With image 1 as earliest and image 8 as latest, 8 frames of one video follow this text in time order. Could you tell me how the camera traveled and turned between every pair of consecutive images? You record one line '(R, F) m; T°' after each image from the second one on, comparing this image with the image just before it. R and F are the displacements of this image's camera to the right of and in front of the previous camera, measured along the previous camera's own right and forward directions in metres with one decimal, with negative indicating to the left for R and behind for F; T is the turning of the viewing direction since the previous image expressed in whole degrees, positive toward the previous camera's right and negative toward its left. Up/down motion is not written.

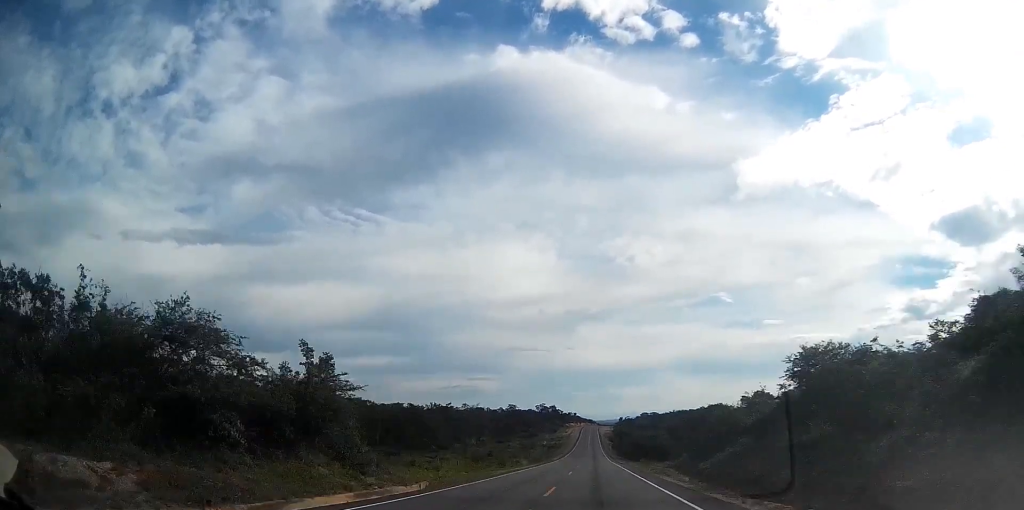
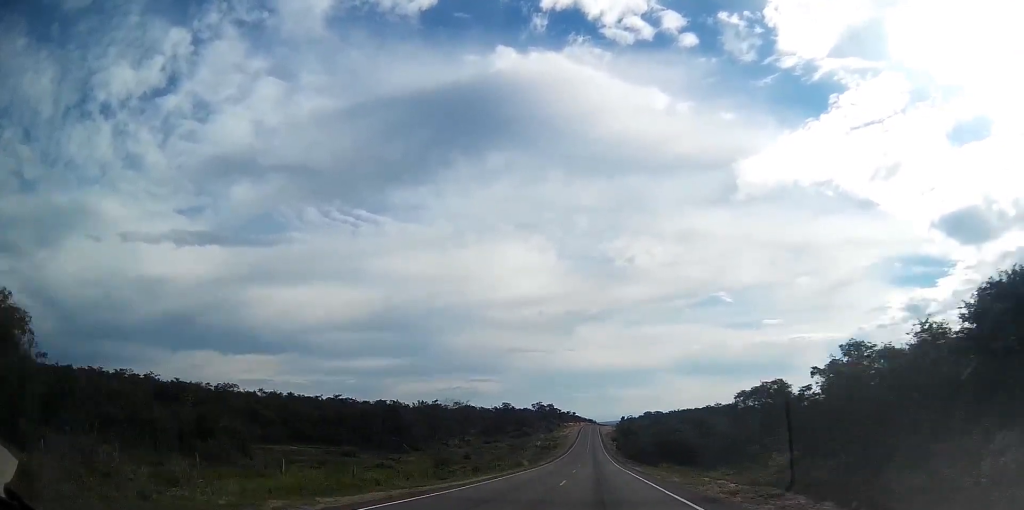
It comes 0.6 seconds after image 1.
(+0.1, +24.8) m; 0°
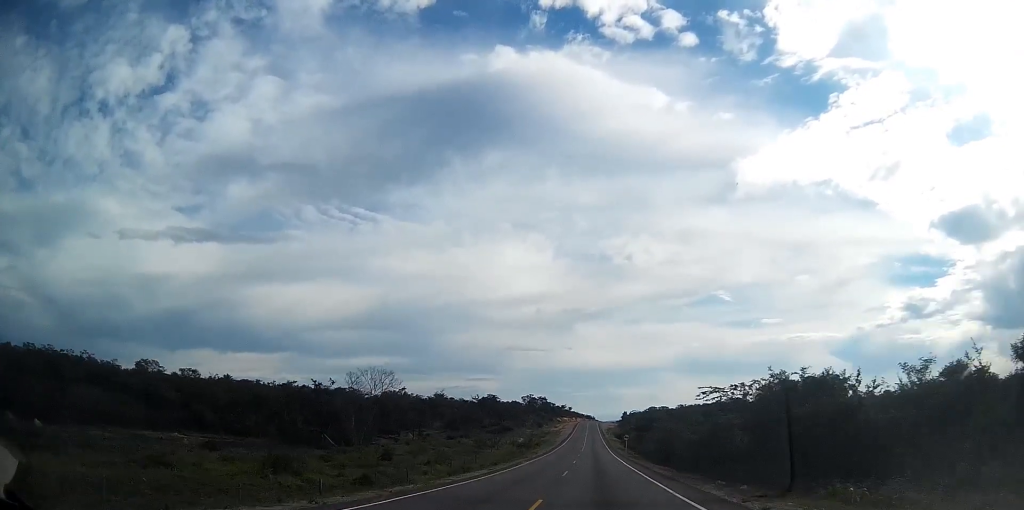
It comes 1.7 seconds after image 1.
(-0.1, +44.8) m; 0°
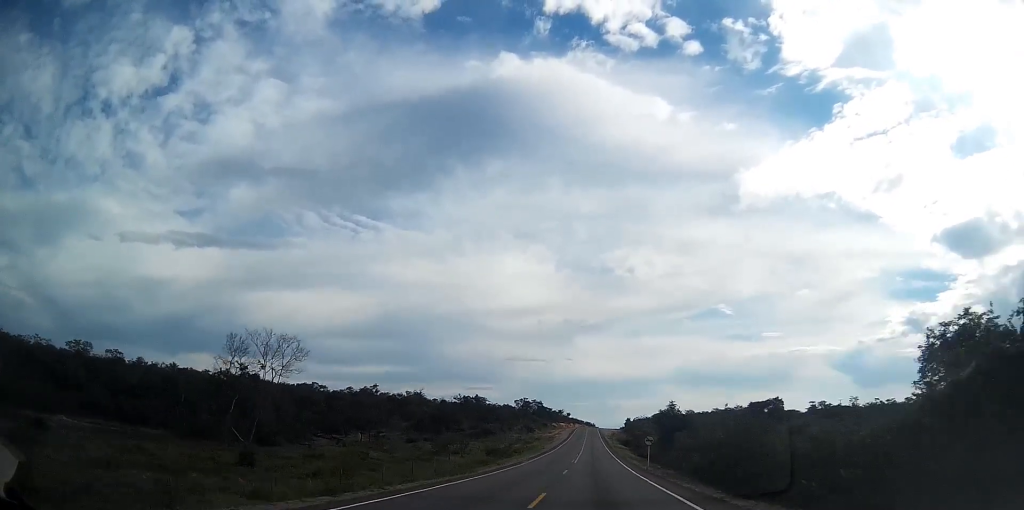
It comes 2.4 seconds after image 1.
(0.0, +28.5) m; 0°
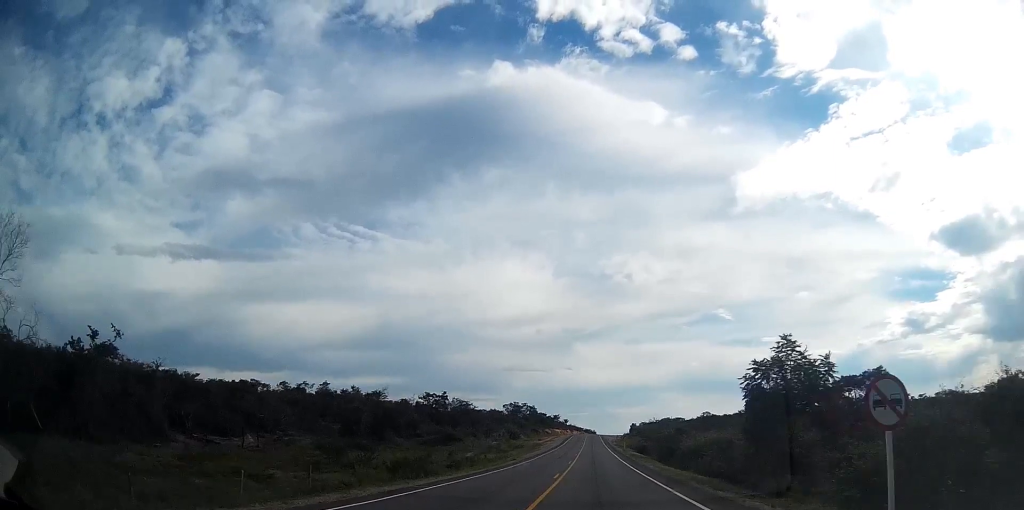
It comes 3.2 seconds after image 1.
(0.0, +35.3) m; 0°
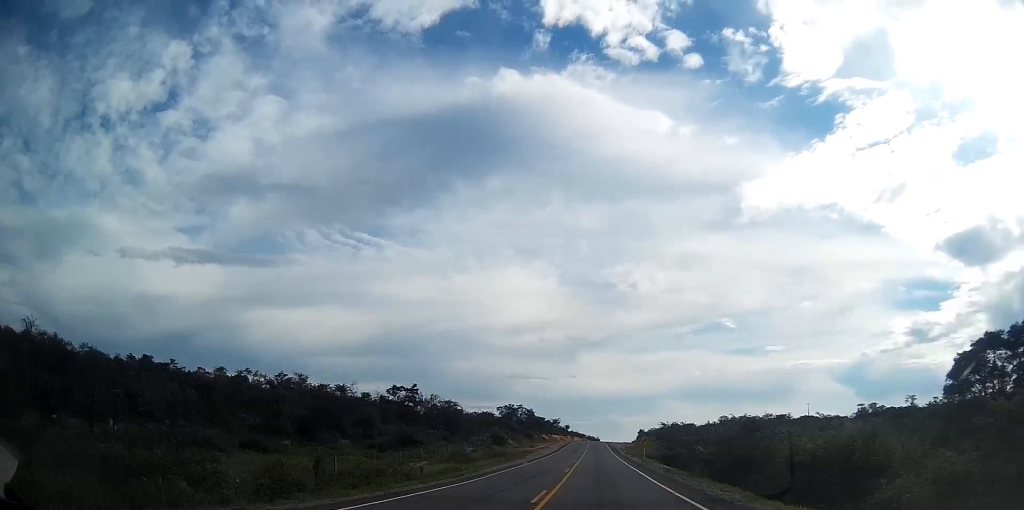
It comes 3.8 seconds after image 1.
(0.0, +25.3) m; 0°
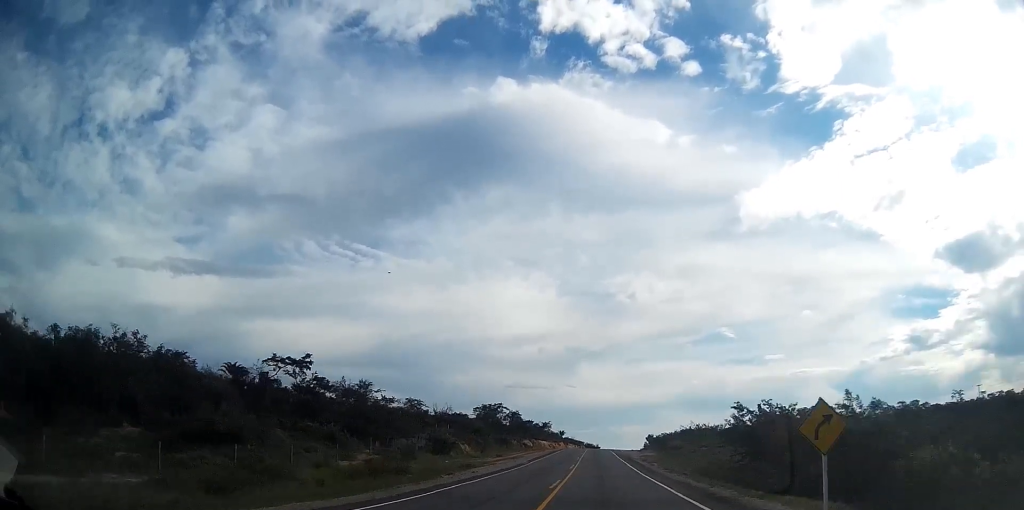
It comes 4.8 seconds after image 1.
(0.0, +41.9) m; 0°
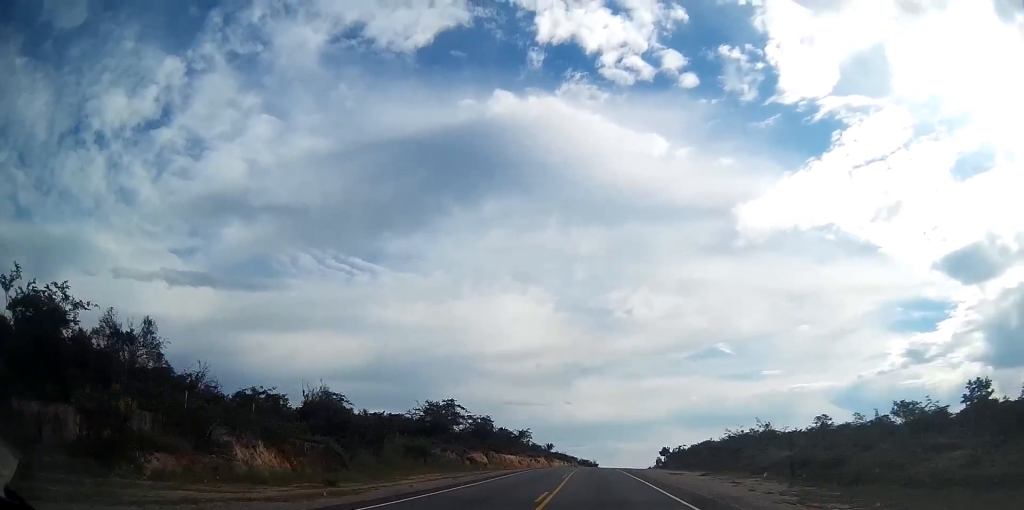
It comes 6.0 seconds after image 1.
(+0.1, +51.6) m; 0°
